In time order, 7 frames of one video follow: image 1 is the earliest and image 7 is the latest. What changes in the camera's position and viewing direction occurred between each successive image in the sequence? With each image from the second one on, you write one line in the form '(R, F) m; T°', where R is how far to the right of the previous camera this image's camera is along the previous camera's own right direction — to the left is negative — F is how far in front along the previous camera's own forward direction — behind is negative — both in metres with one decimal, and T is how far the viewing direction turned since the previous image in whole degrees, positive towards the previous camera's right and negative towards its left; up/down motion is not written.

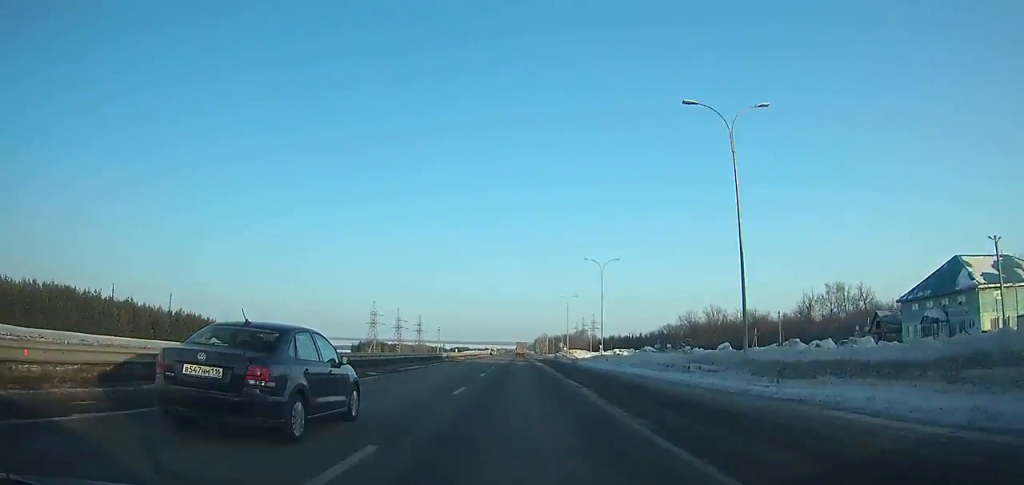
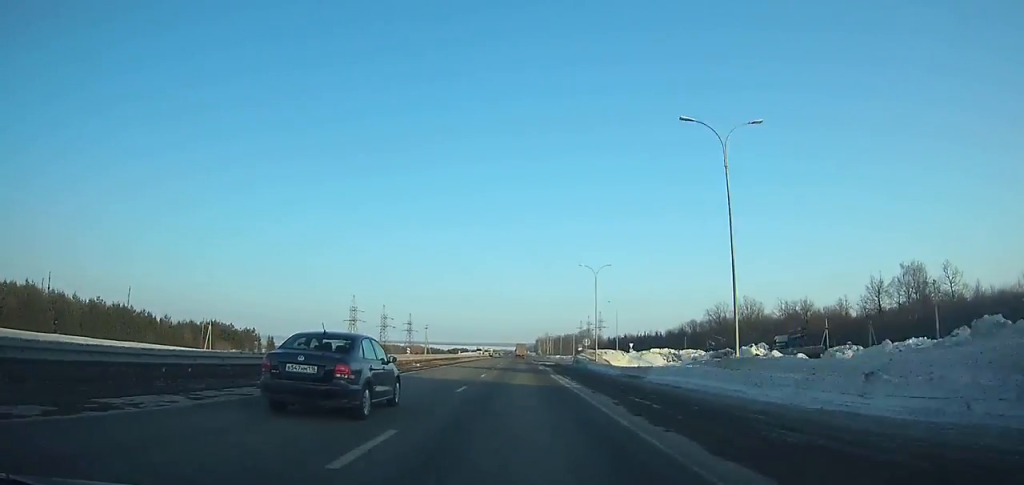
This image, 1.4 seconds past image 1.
(+0.1, +34.7) m; 0°
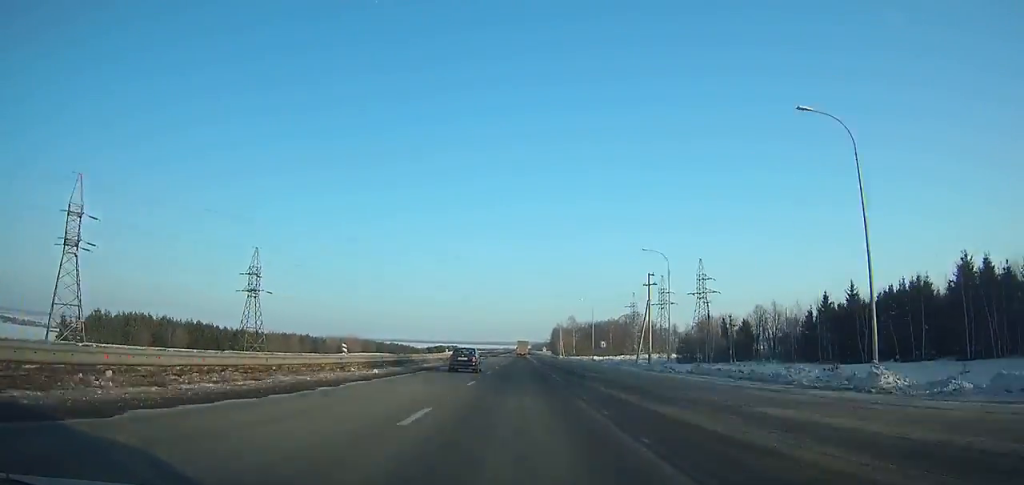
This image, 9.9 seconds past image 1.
(+0.5, +216.3) m; 0°
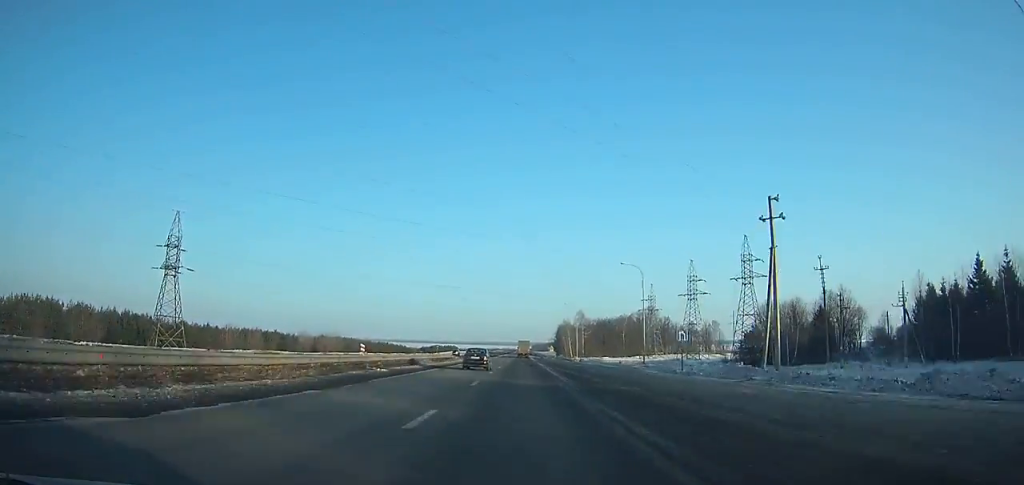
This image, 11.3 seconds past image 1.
(0.0, +36.8) m; 0°
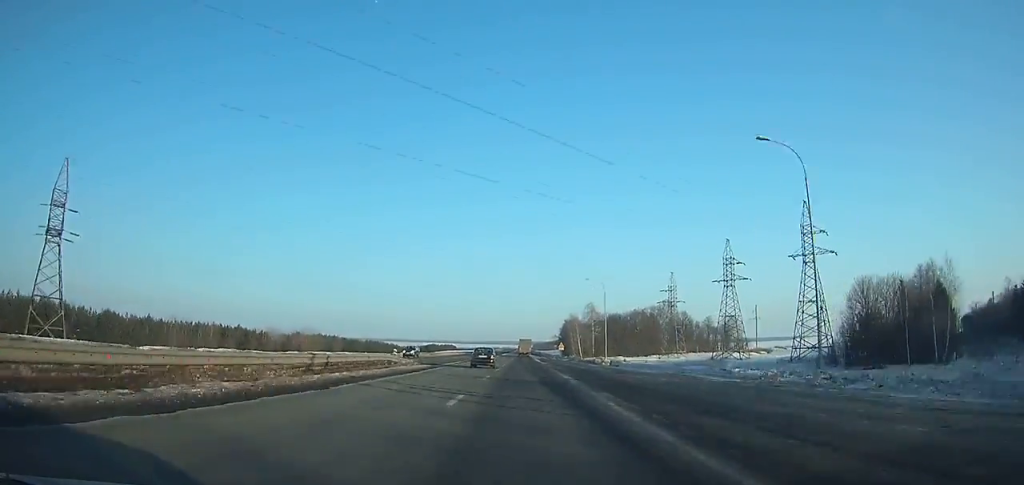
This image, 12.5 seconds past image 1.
(0.0, +31.9) m; 0°
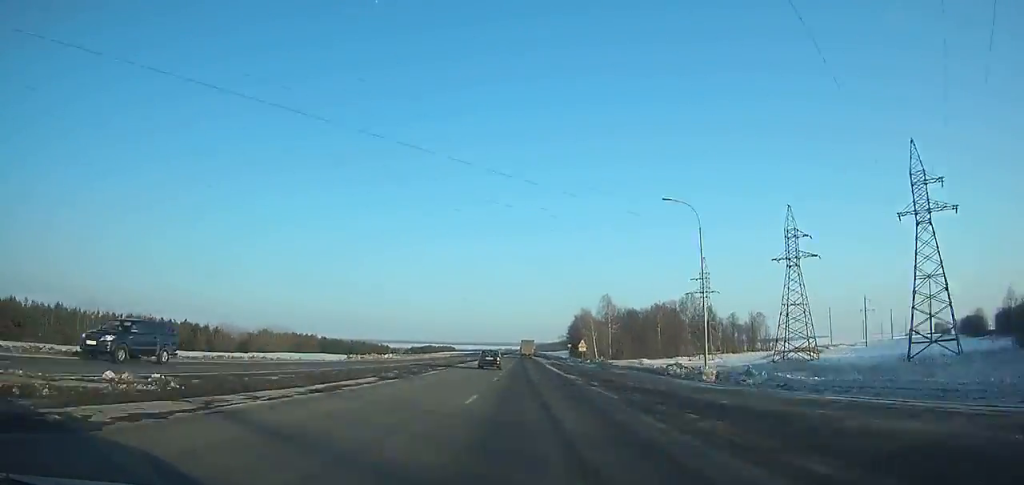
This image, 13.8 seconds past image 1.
(0.0, +34.9) m; 0°
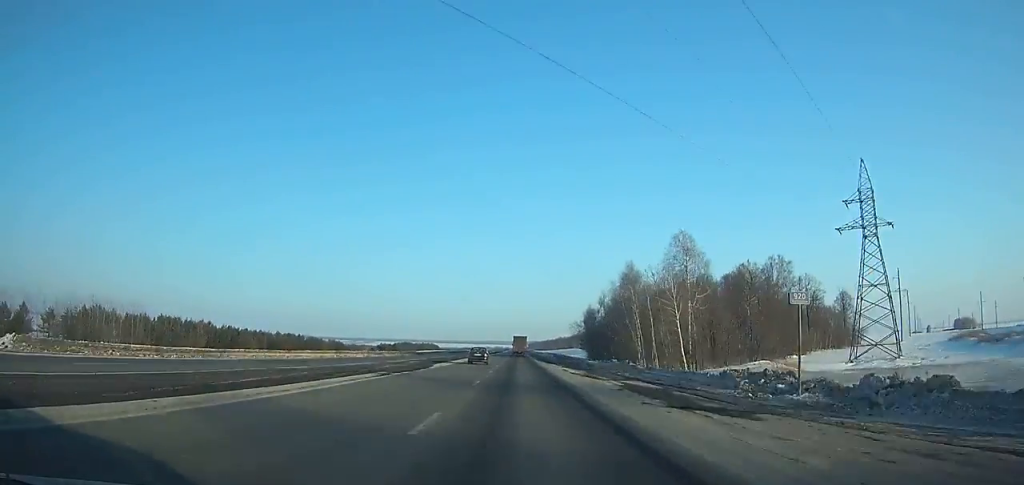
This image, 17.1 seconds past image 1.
(+0.1, +88.8) m; 0°
